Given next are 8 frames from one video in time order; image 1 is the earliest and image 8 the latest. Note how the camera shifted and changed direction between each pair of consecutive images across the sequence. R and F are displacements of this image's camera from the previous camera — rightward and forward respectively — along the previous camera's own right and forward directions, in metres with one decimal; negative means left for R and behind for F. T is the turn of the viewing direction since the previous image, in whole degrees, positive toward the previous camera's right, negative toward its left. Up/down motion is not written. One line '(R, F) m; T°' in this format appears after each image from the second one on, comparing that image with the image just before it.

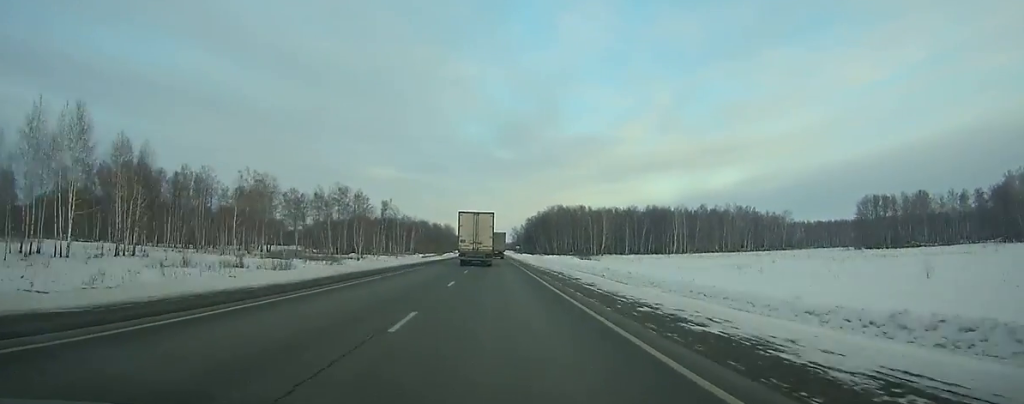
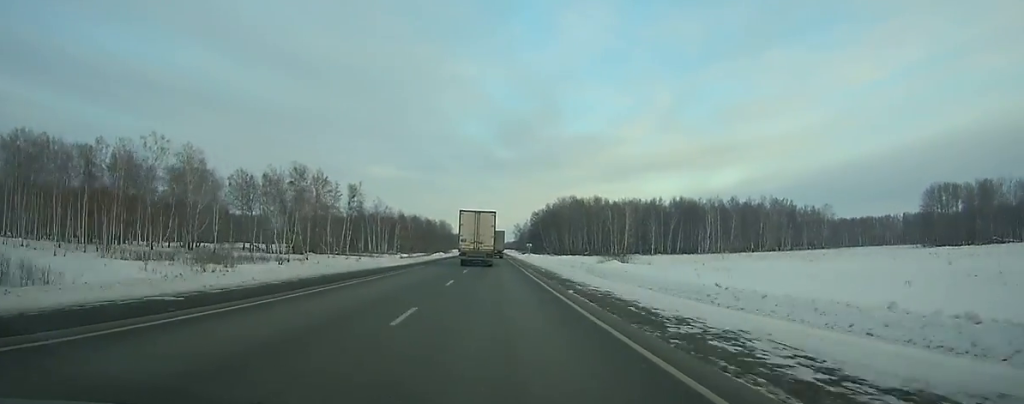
(+0.1, +46.1) m; 0°
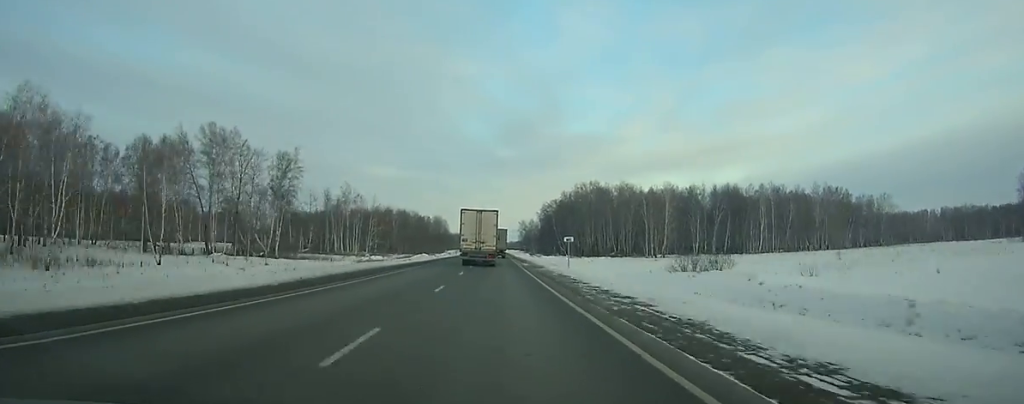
(0.0, +51.3) m; 0°
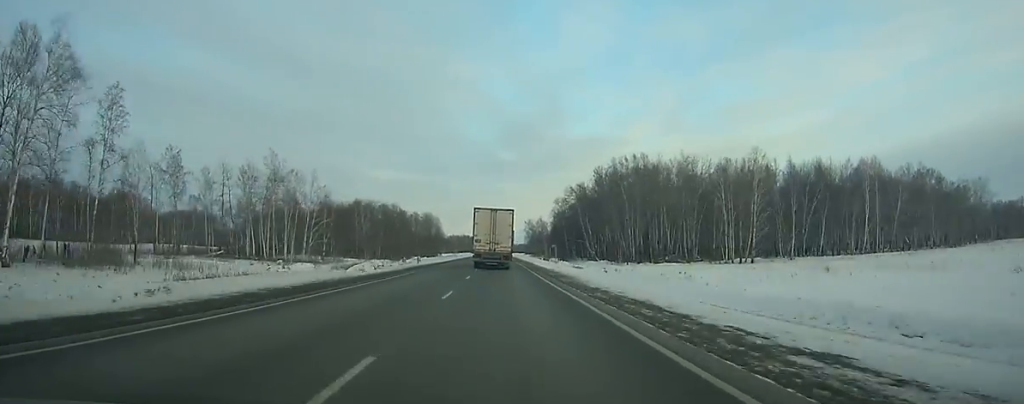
(-0.3, +61.5) m; 0°
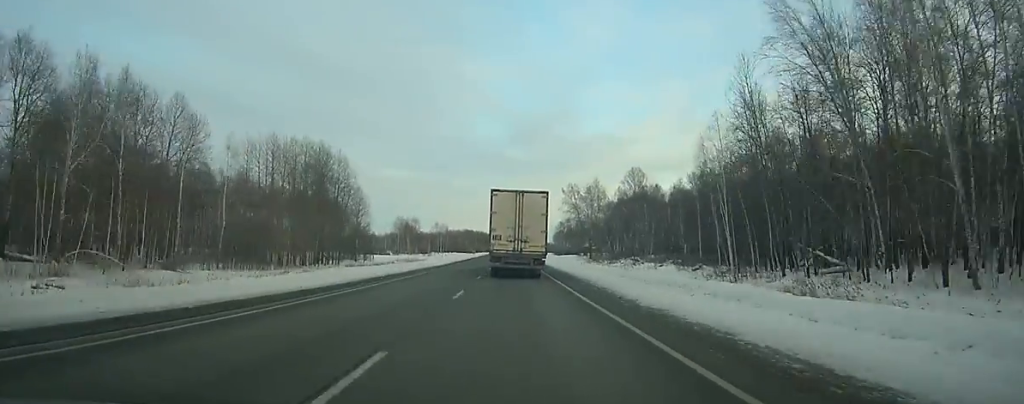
(+0.1, +189.4) m; 0°
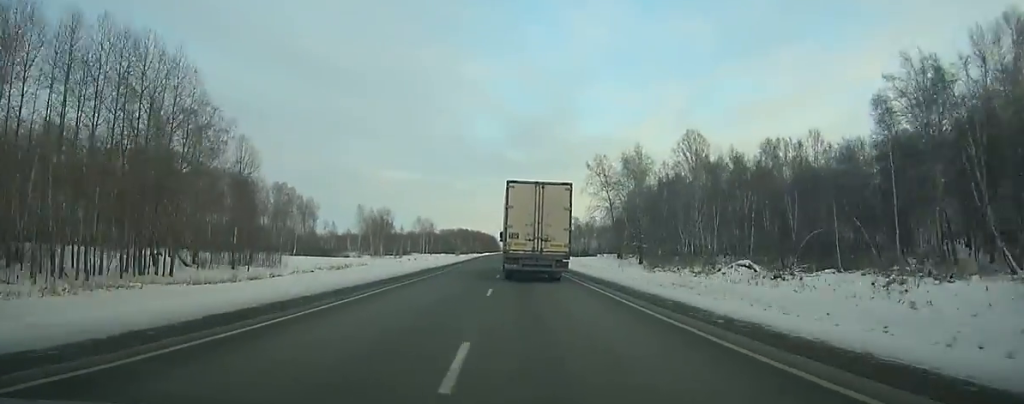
(-0.3, +58.2) m; 0°
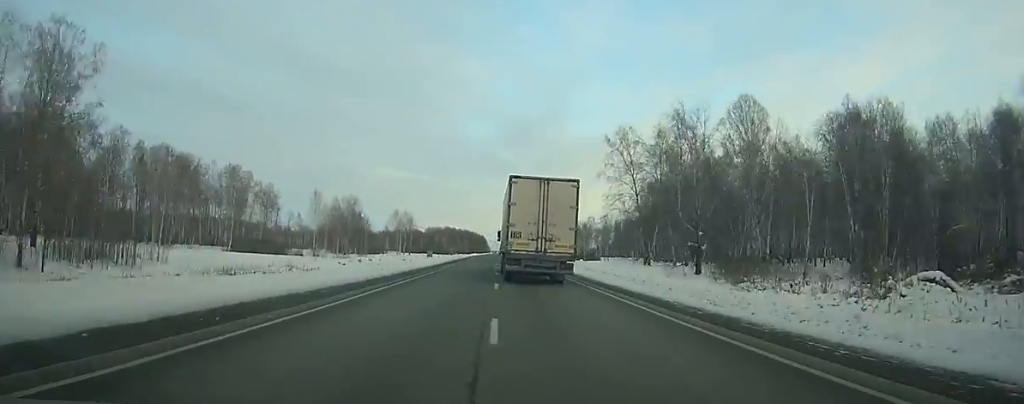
(+0.1, +32.6) m; 0°
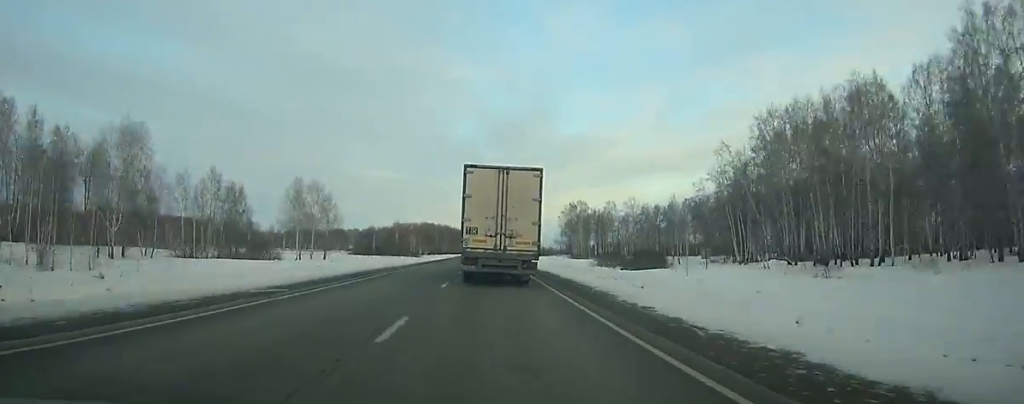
(+1.2, +94.2) m; 0°
